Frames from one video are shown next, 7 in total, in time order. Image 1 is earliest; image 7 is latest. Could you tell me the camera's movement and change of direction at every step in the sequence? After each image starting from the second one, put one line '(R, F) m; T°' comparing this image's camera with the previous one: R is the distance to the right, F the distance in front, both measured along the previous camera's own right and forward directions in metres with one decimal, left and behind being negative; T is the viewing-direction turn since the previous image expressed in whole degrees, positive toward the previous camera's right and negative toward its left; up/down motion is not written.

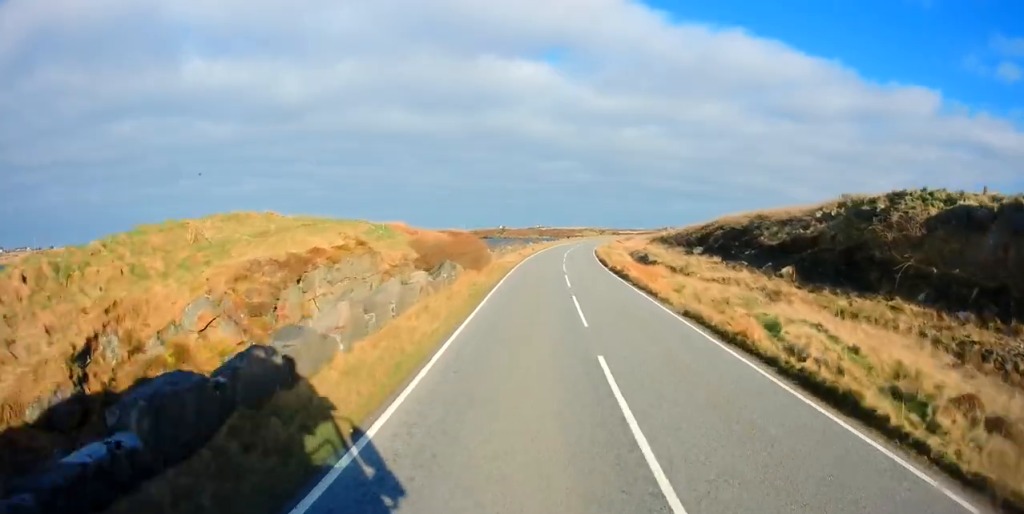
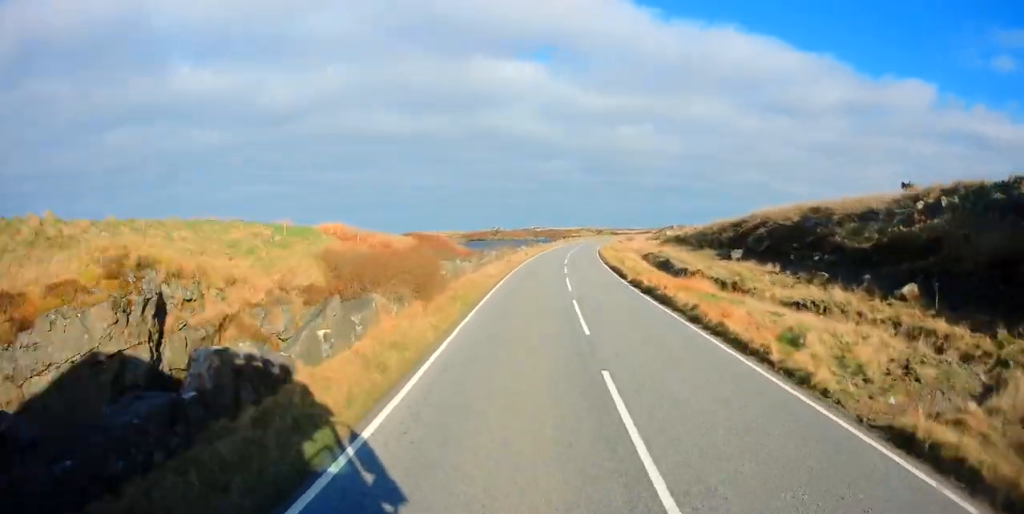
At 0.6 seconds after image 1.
(-2.0, +9.4) m; +4°
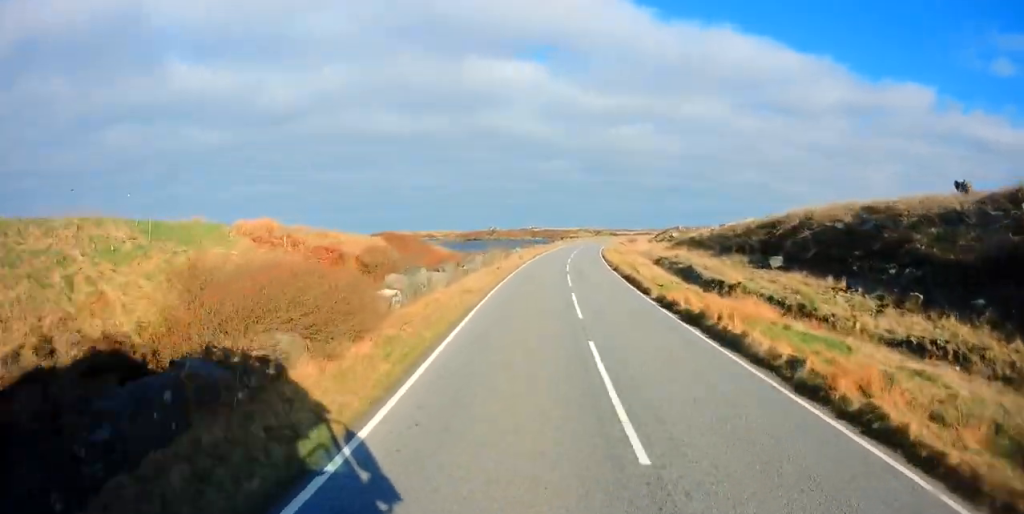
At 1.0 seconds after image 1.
(+1.4, +7.5) m; +4°
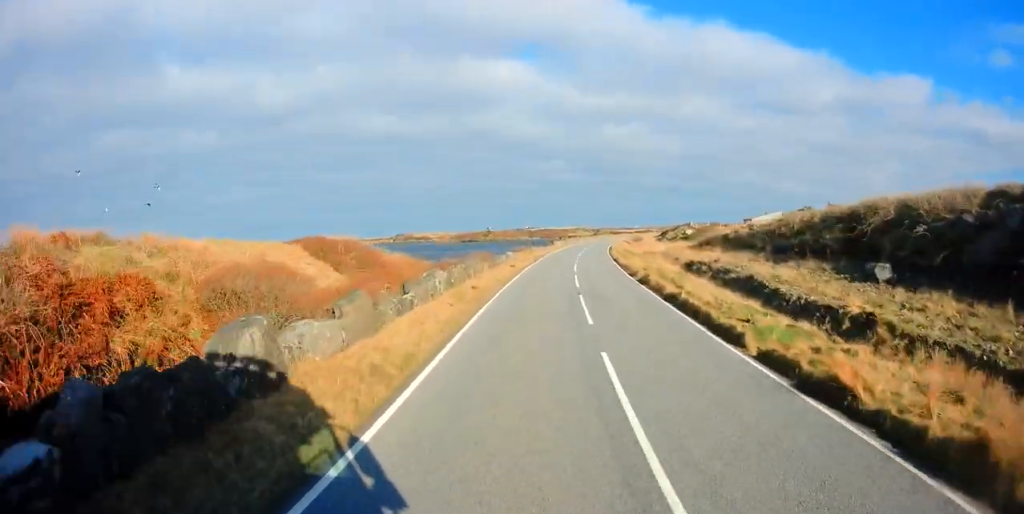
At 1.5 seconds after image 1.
(+2.1, +10.9) m; +6°
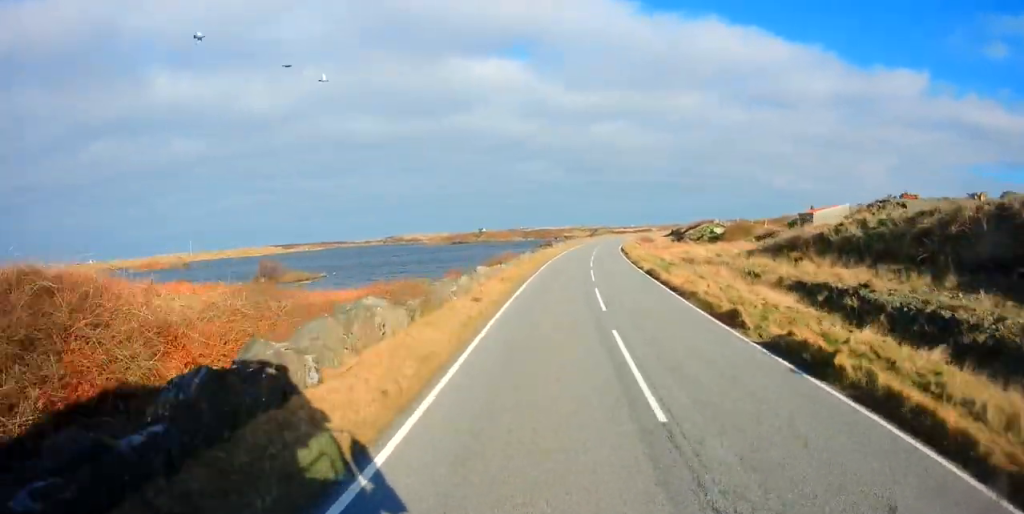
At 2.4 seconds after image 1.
(-0.7, +17.0) m; -2°
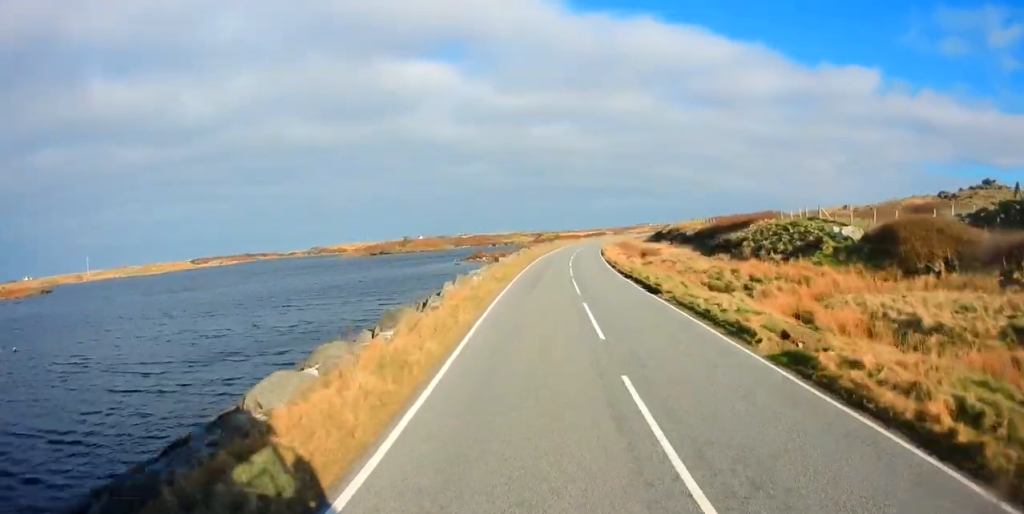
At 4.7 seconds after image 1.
(+0.4, +42.9) m; +2°
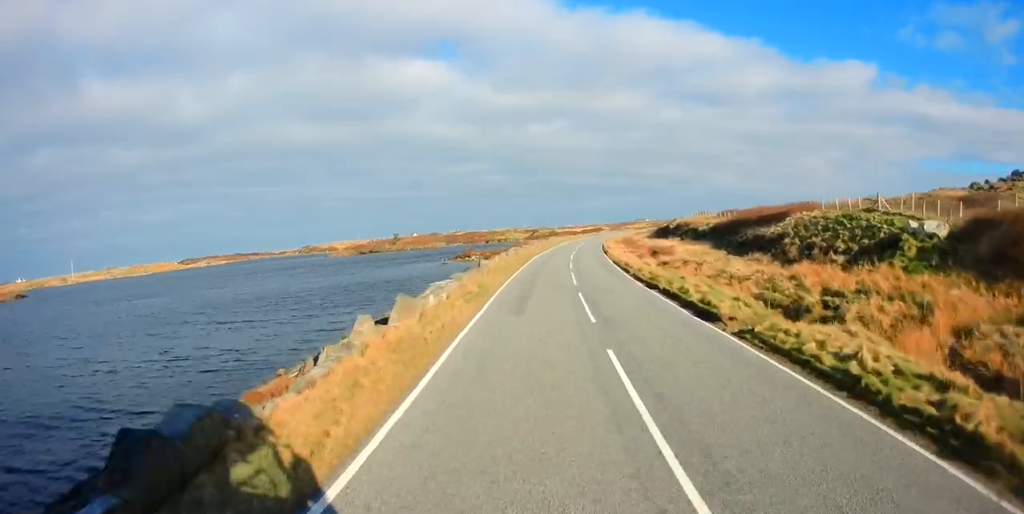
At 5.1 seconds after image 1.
(0.0, +8.2) m; 0°
